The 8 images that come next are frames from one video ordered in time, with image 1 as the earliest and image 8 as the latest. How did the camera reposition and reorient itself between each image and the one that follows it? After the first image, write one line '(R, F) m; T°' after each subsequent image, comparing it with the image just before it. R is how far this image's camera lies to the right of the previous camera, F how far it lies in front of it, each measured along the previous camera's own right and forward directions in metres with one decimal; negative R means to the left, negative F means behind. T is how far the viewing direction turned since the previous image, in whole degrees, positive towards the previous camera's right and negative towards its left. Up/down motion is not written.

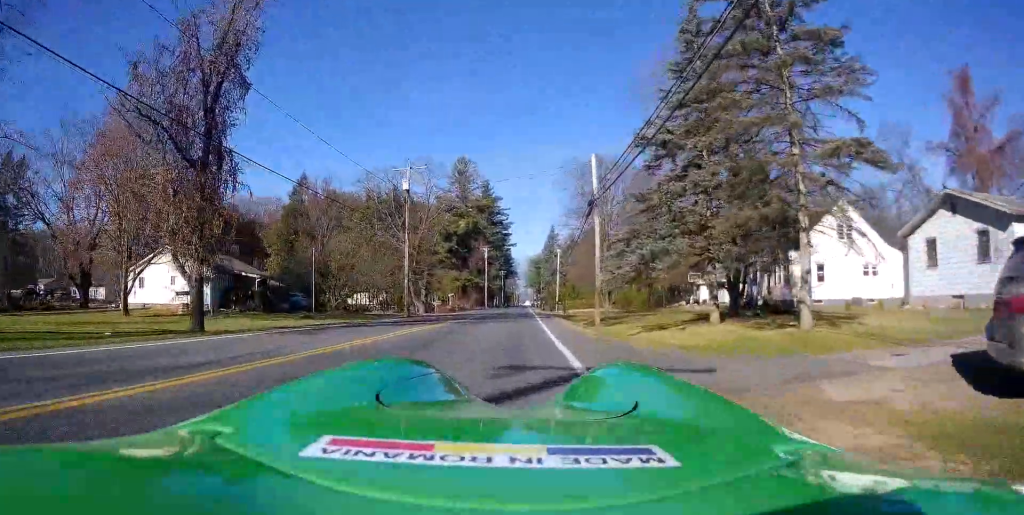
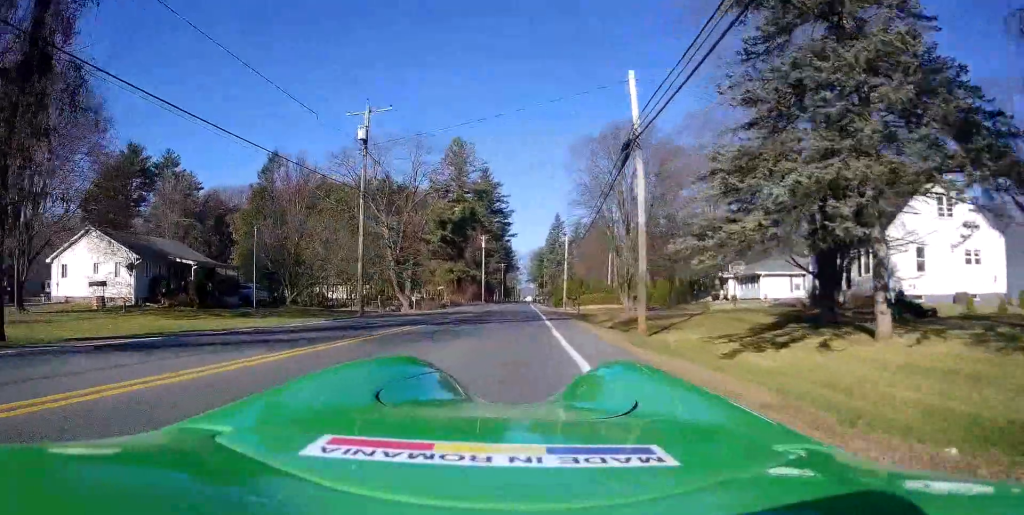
(+0.6, +10.6) m; +2°
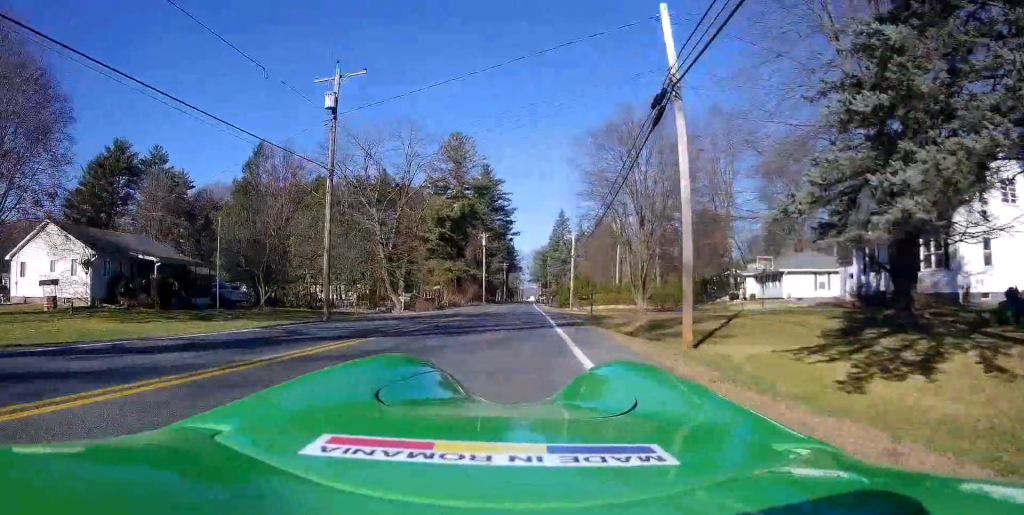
(-0.1, +5.2) m; -1°
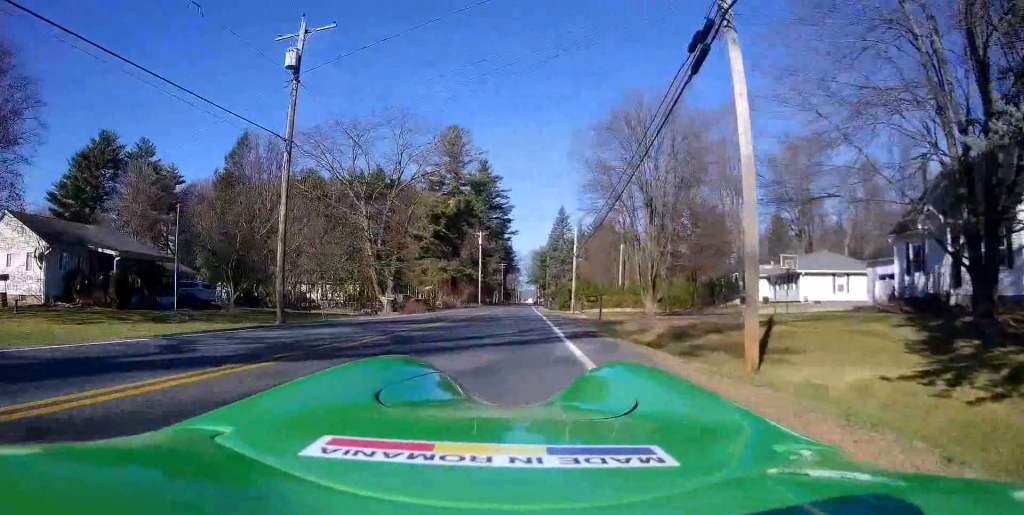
(0.0, +4.3) m; 0°
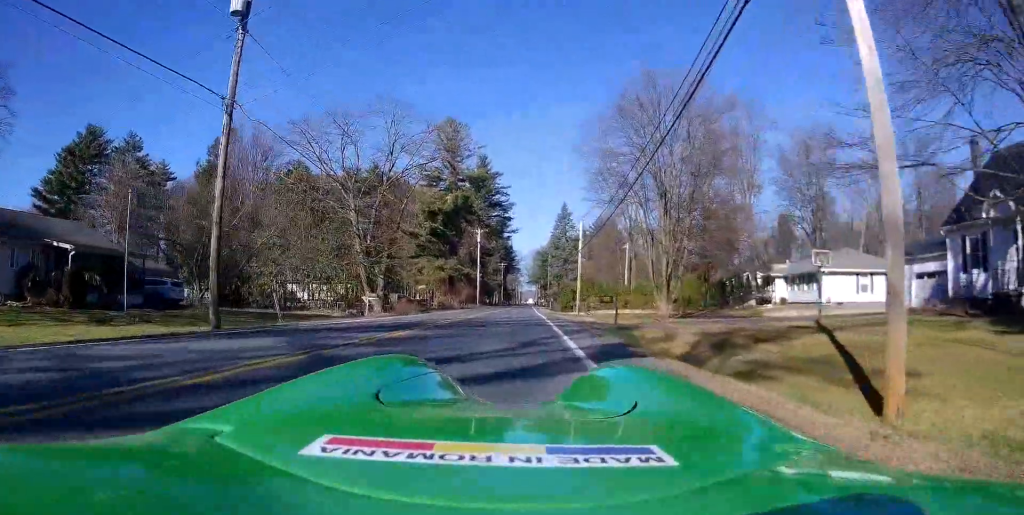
(0.0, +4.5) m; 0°
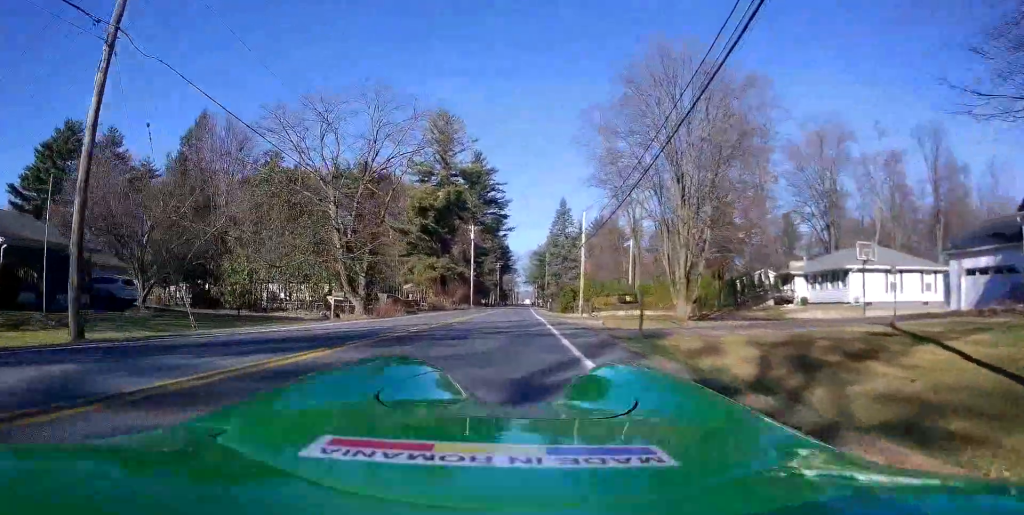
(0.0, +6.0) m; 0°
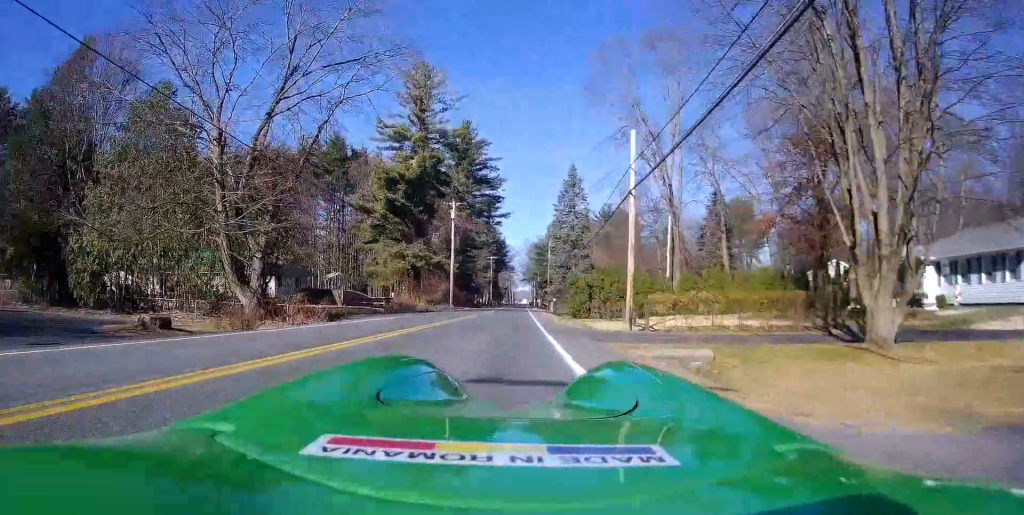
(-0.3, +21.6) m; -1°
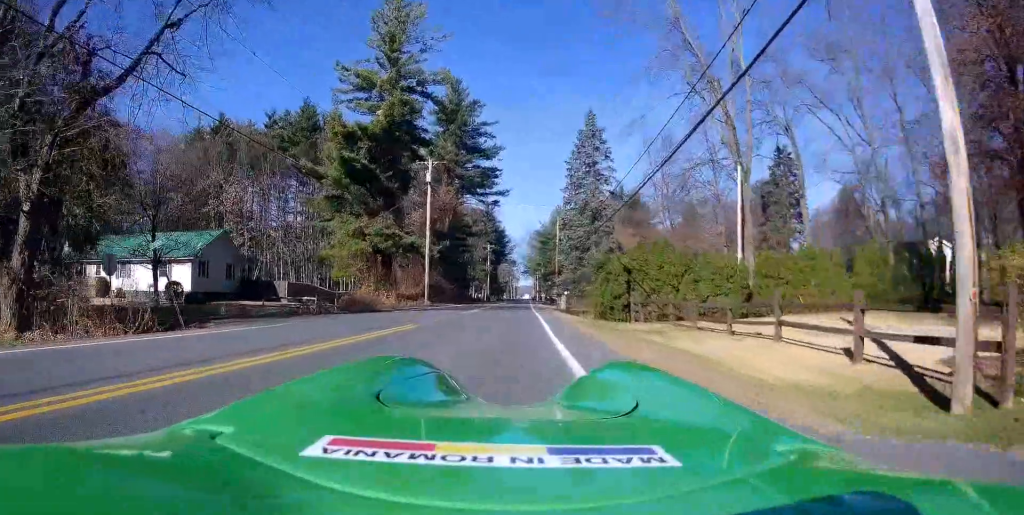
(+0.4, +16.3) m; +2°
